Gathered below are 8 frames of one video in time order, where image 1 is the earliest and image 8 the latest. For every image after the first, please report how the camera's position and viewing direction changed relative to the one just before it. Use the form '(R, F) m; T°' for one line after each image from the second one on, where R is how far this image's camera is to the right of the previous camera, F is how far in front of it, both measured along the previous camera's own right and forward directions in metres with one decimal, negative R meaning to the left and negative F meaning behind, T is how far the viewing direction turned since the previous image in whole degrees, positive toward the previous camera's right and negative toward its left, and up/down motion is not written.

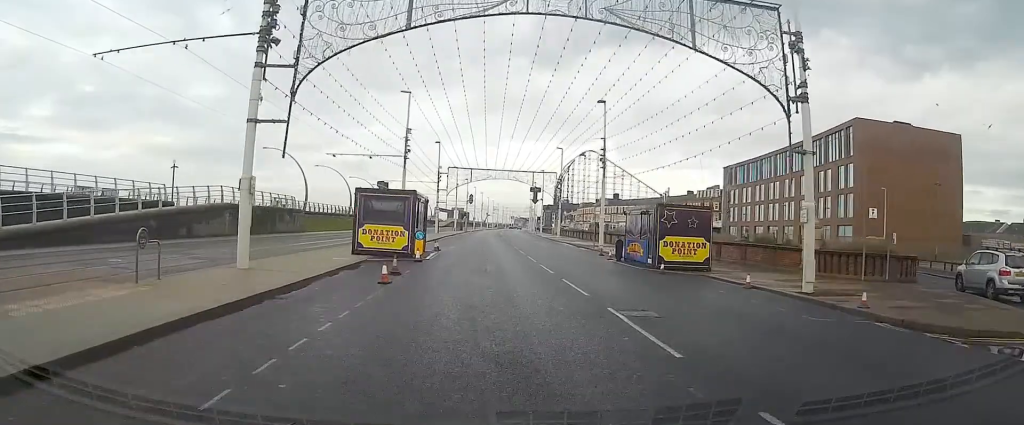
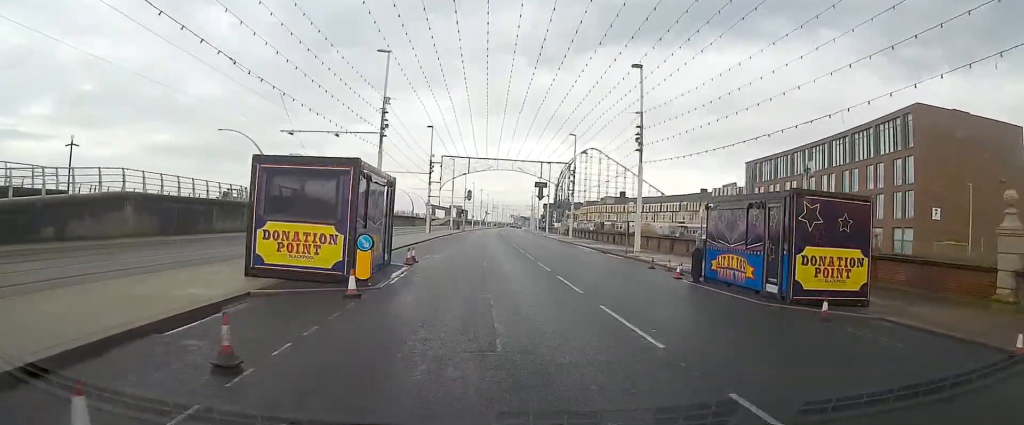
(0.0, +11.5) m; 0°
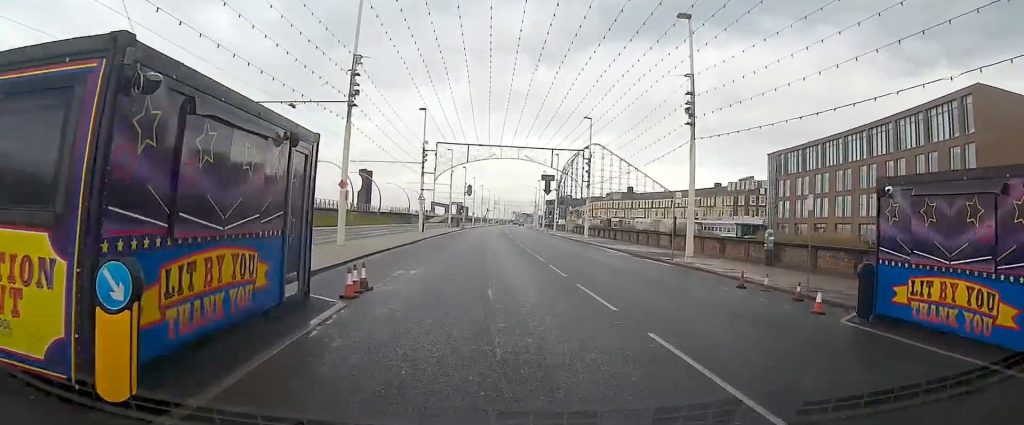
(-0.1, +9.3) m; 0°
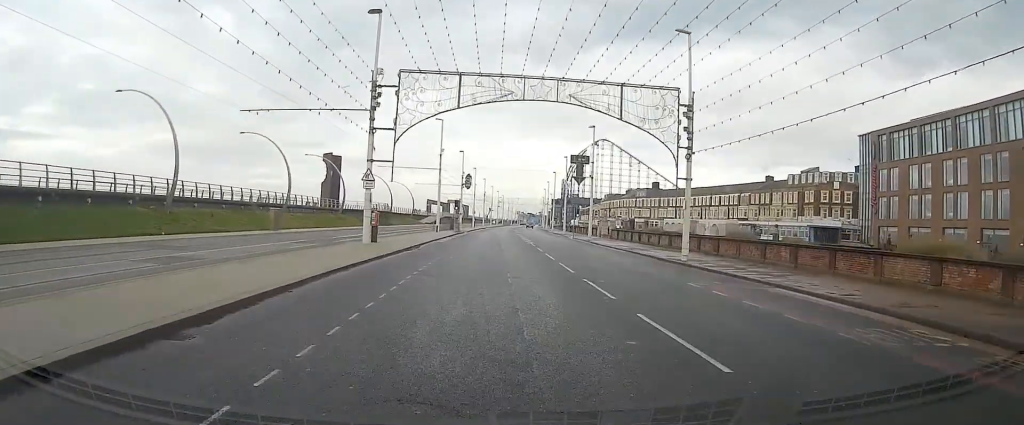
(+0.2, +28.0) m; +1°
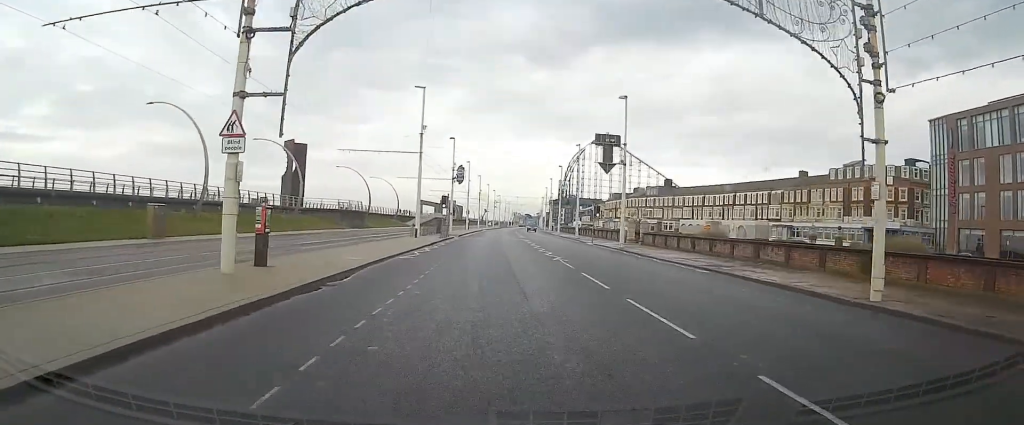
(0.0, +16.2) m; 0°
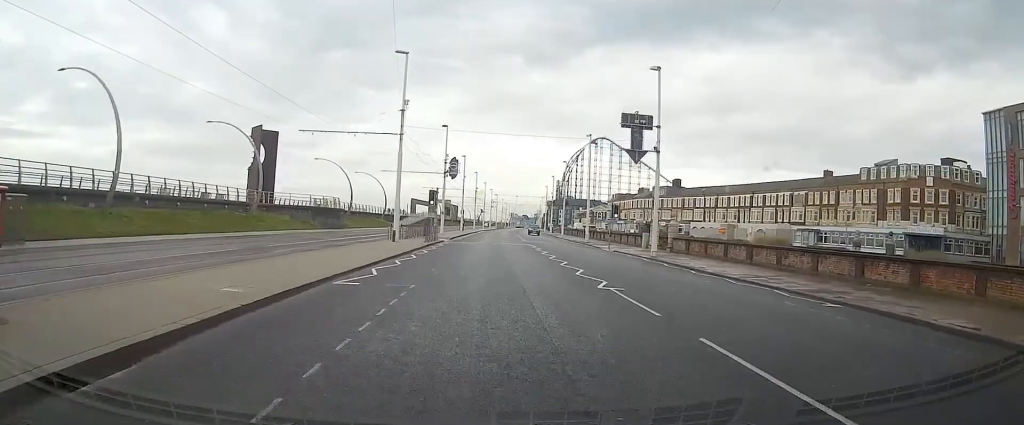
(0.0, +10.0) m; 0°
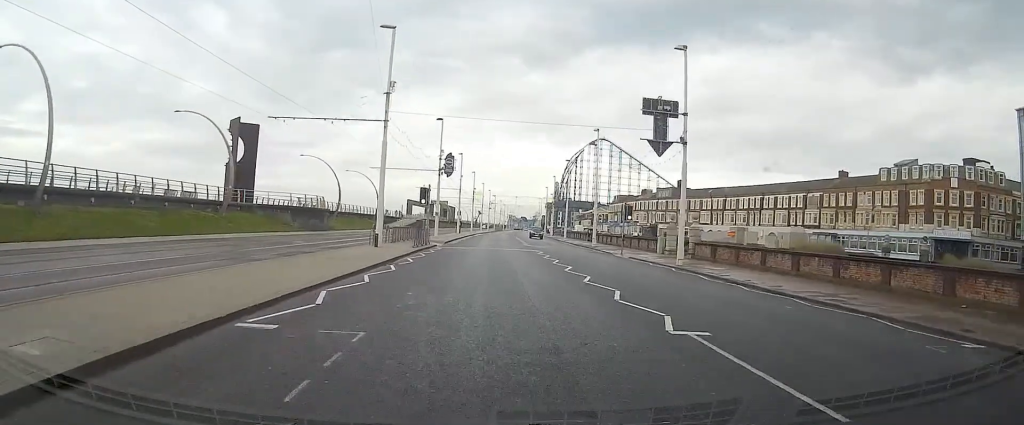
(0.0, +5.5) m; 0°
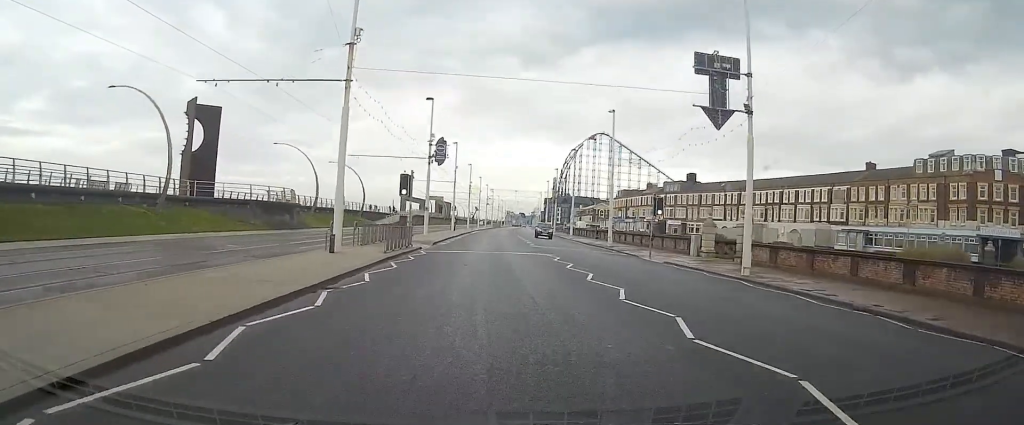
(0.0, +8.7) m; 0°
